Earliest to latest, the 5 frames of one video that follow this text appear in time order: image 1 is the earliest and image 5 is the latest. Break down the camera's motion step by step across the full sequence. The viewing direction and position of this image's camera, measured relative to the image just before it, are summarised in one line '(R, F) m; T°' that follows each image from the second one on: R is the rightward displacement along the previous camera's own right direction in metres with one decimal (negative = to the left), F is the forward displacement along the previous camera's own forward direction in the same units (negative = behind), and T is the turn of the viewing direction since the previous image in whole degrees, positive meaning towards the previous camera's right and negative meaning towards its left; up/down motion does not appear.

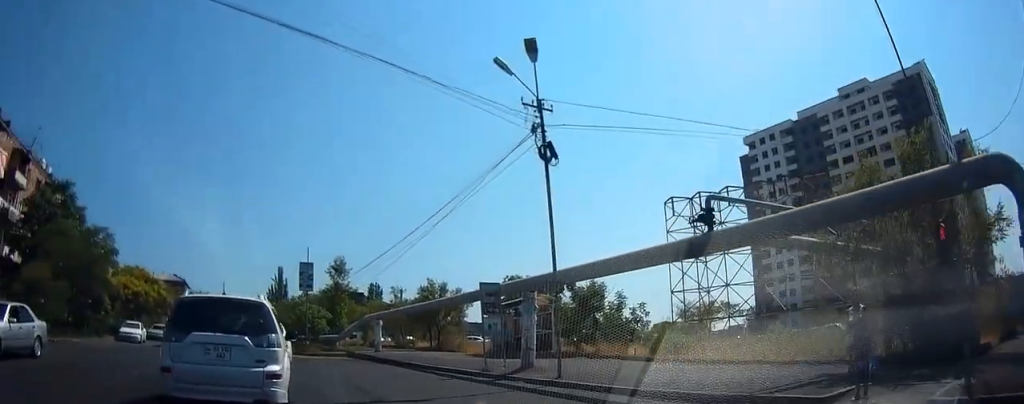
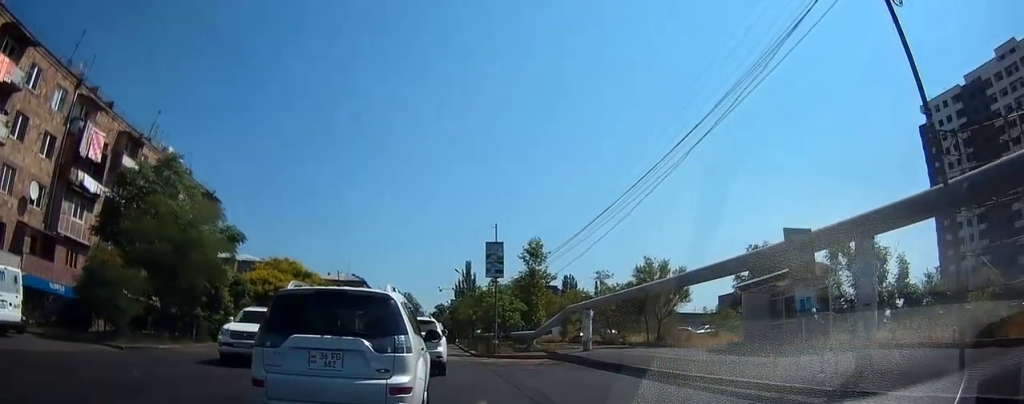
(-1.1, +4.8) m; -21°
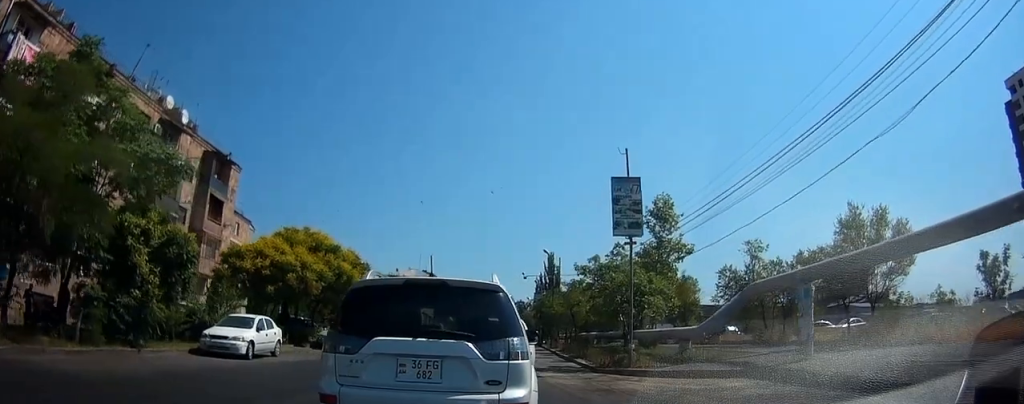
(-3.6, +14.6) m; -24°
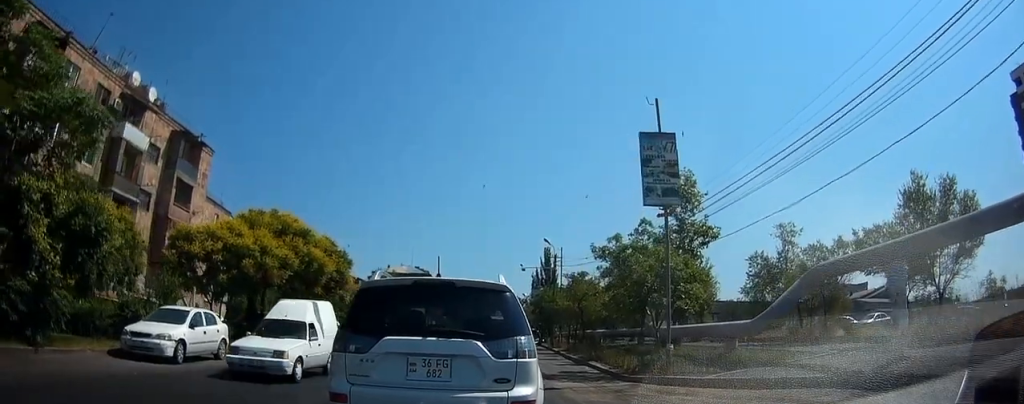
(-0.3, +4.9) m; -2°
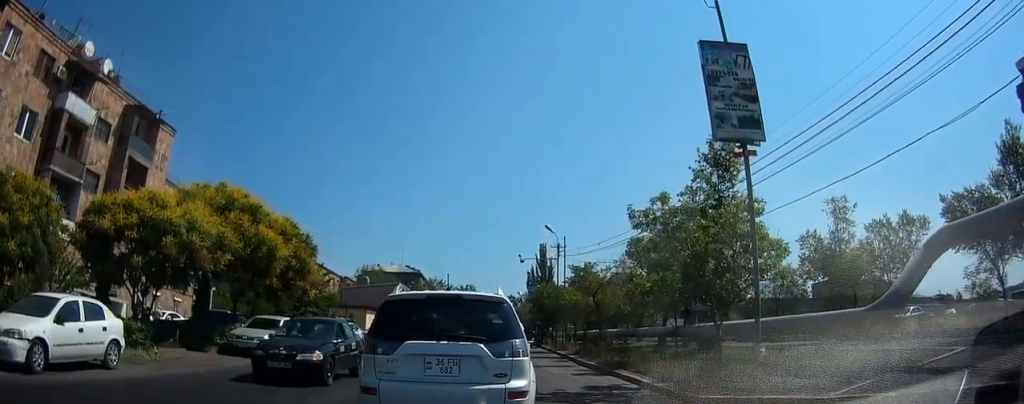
(+0.3, +5.9) m; +1°
